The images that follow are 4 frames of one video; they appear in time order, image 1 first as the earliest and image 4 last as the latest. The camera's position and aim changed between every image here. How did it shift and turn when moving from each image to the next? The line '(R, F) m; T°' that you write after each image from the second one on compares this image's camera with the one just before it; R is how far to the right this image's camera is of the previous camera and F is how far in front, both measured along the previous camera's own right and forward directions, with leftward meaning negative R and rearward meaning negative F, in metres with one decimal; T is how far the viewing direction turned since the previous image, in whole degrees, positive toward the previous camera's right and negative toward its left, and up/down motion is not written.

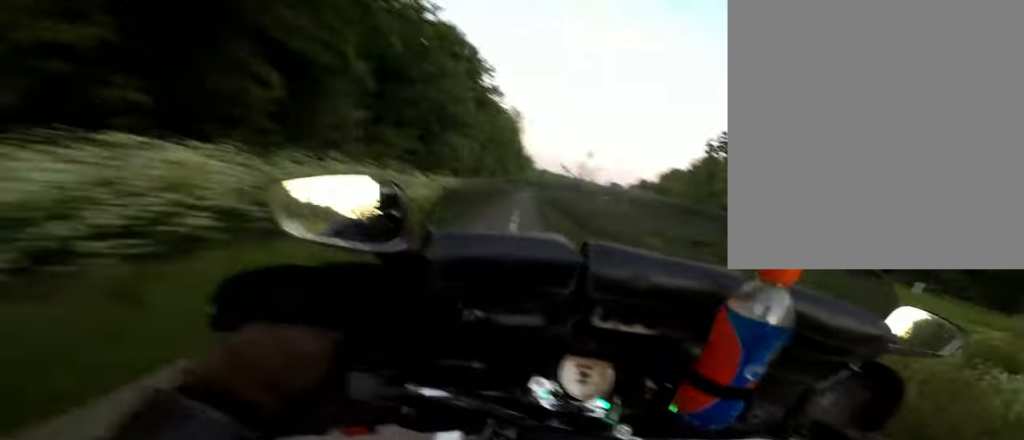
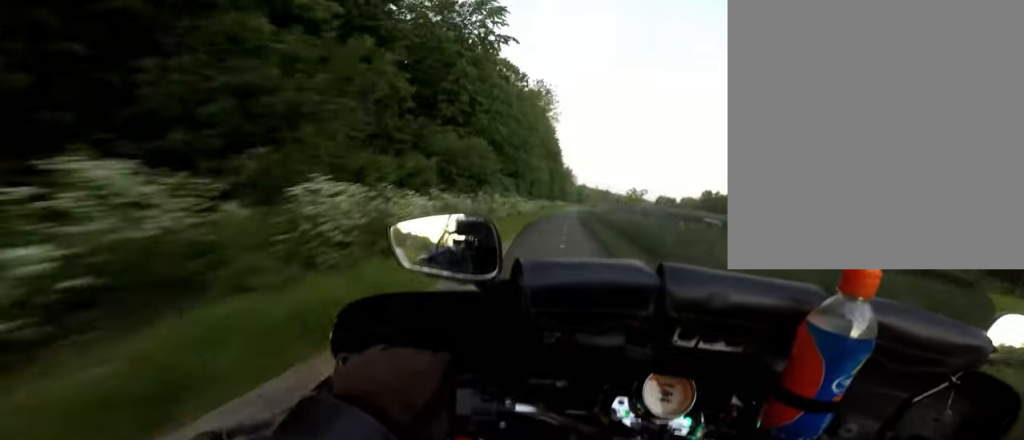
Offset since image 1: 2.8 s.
(+0.2, +30.3) m; +2°
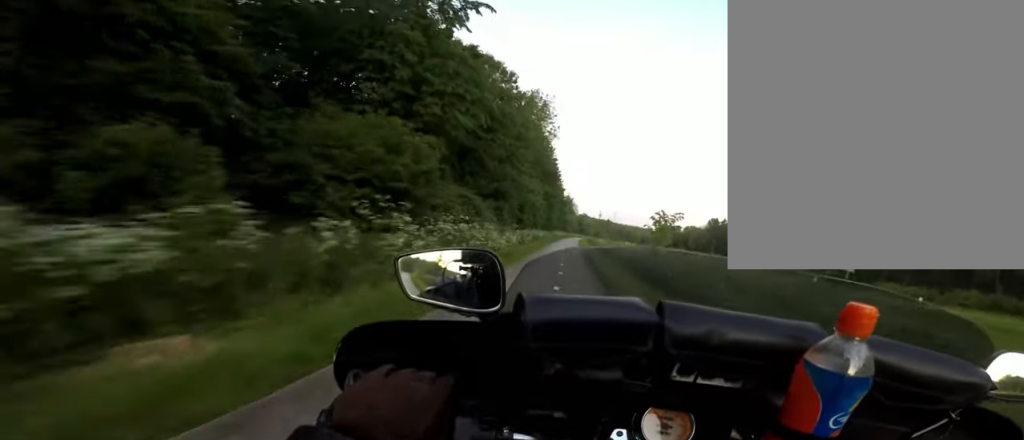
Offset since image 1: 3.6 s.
(+0.3, +8.1) m; +2°
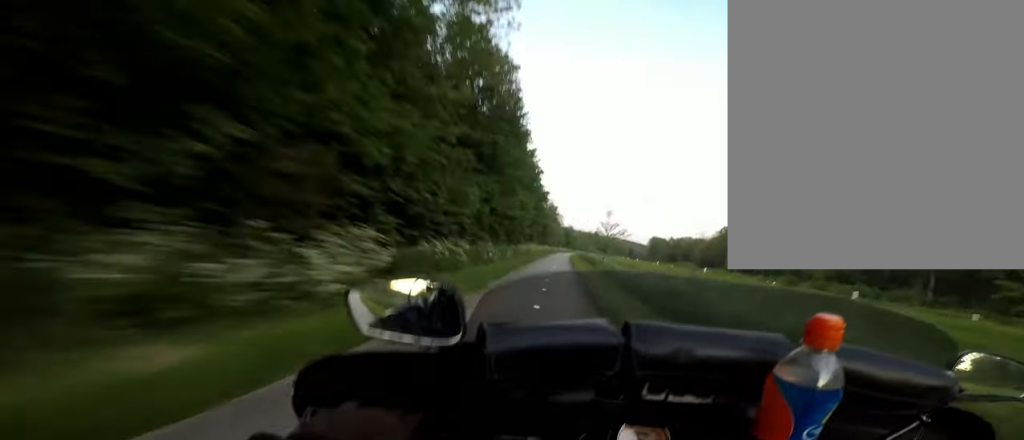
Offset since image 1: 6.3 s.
(-1.6, +30.4) m; -3°
